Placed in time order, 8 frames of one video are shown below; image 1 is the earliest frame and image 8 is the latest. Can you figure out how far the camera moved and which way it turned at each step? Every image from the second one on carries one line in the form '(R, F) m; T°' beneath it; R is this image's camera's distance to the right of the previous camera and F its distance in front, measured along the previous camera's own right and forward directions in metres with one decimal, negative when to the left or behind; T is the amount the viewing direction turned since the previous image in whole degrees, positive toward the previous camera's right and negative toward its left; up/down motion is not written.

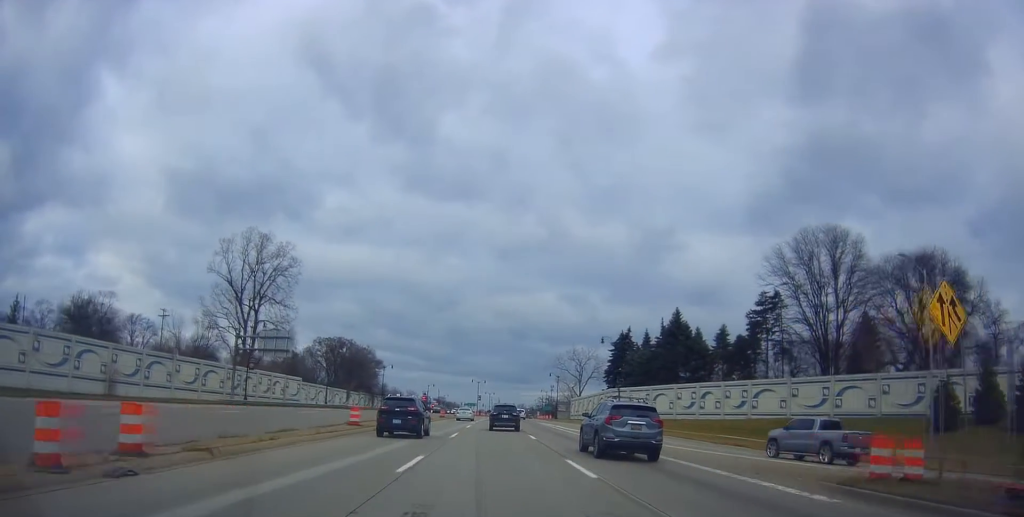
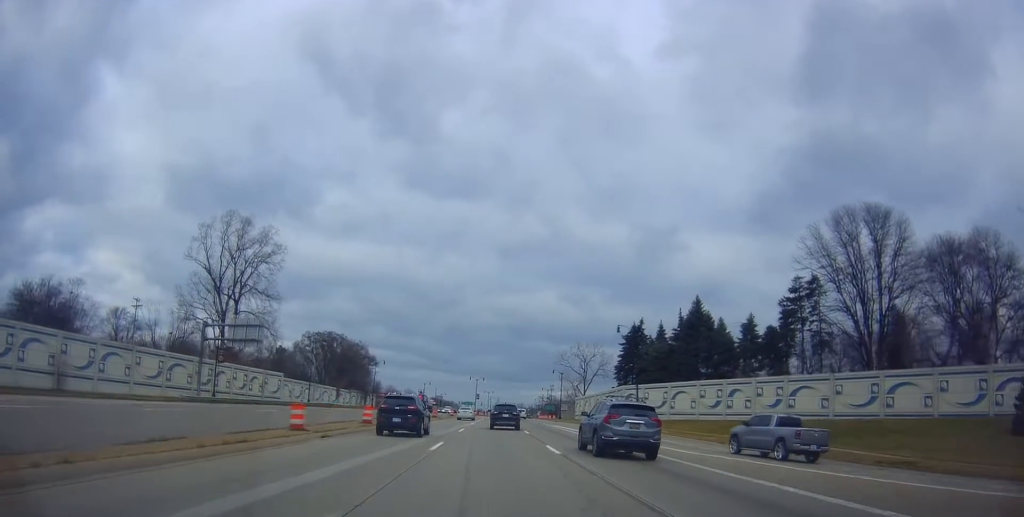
(+0.7, +9.7) m; +1°
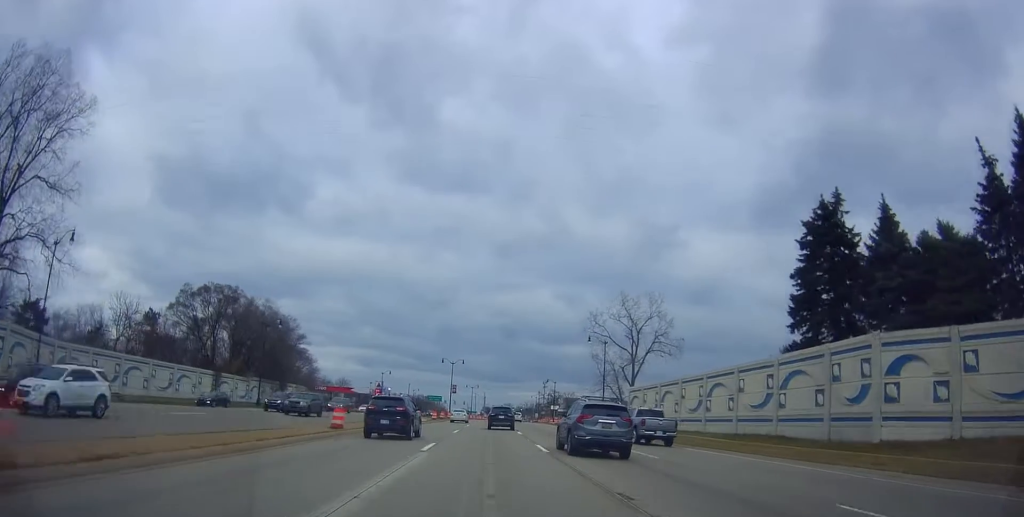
(-1.0, +61.5) m; -1°
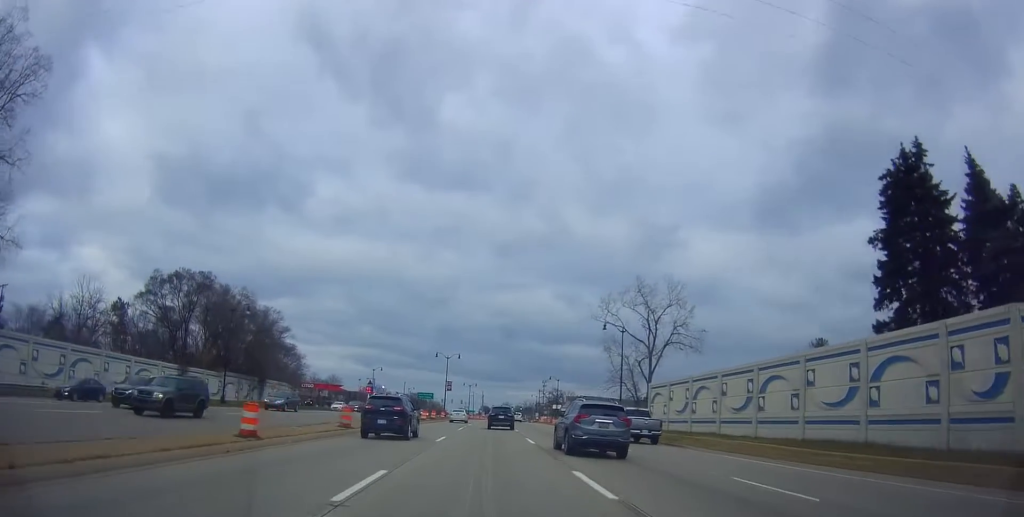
(+0.1, +10.0) m; 0°
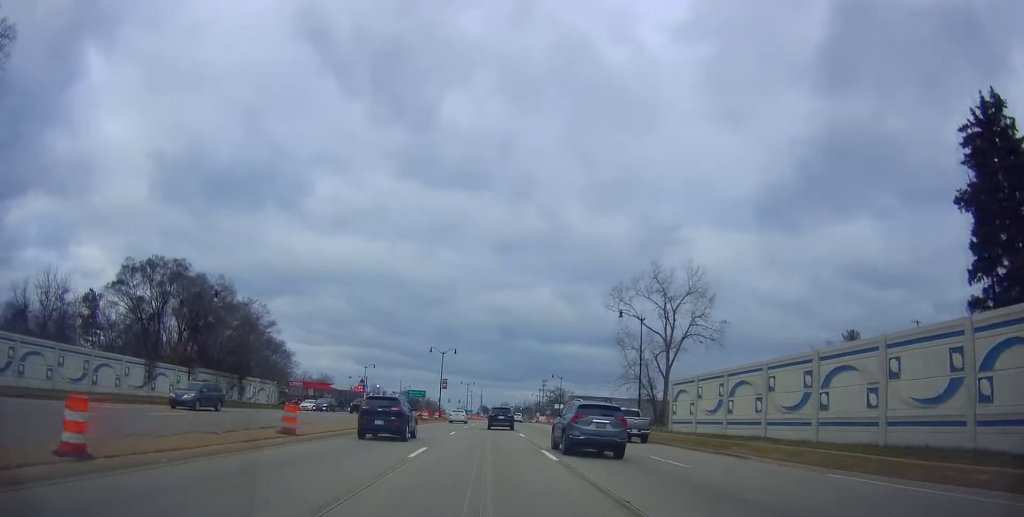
(+0.2, +8.1) m; 0°
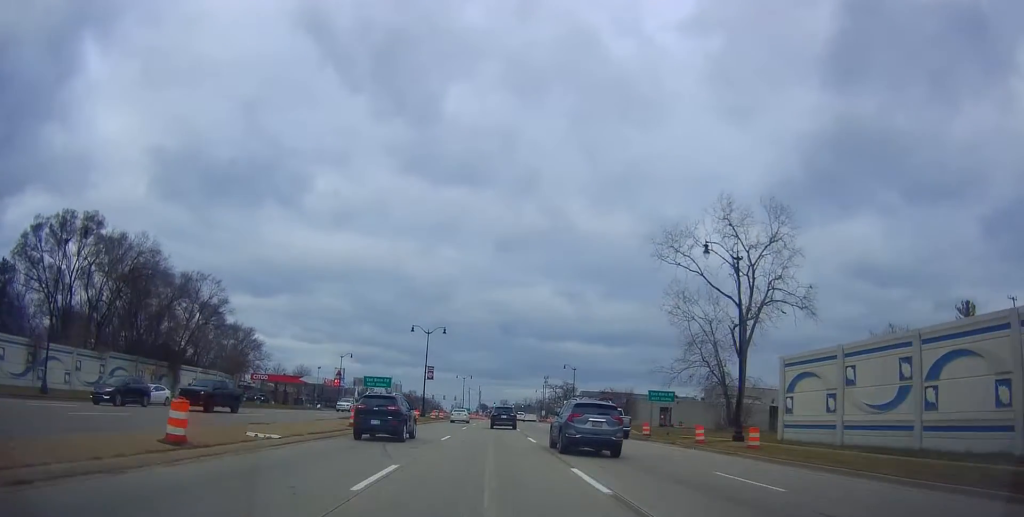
(-0.2, +21.5) m; +1°
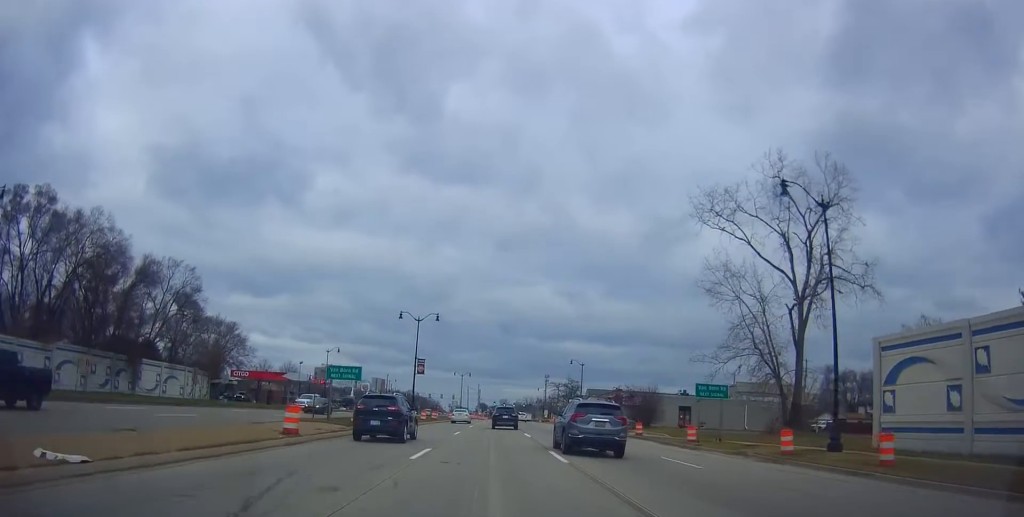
(0.0, +9.4) m; +1°
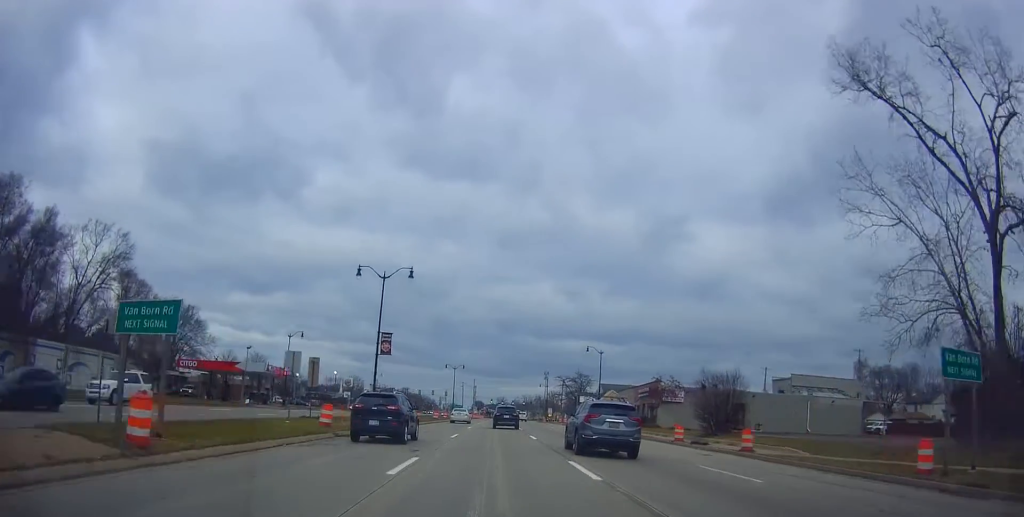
(+0.6, +18.9) m; +2°
